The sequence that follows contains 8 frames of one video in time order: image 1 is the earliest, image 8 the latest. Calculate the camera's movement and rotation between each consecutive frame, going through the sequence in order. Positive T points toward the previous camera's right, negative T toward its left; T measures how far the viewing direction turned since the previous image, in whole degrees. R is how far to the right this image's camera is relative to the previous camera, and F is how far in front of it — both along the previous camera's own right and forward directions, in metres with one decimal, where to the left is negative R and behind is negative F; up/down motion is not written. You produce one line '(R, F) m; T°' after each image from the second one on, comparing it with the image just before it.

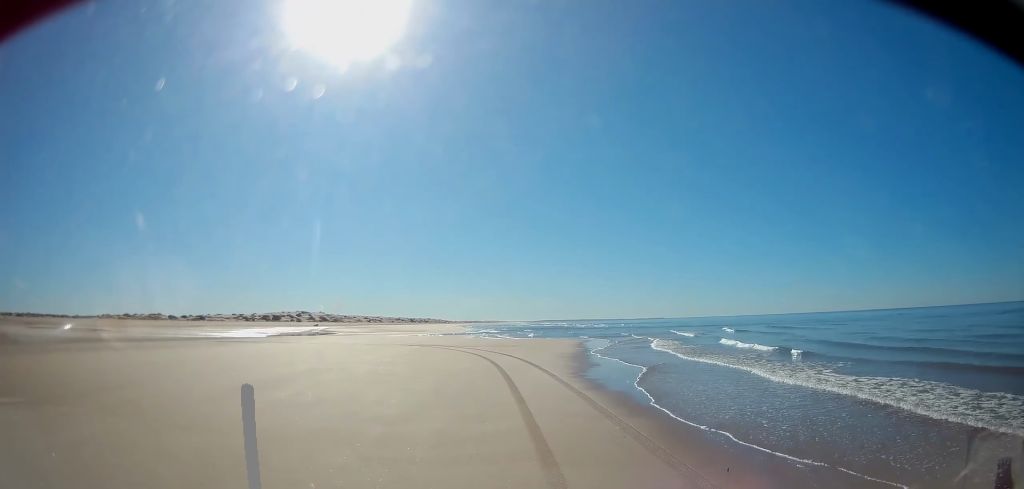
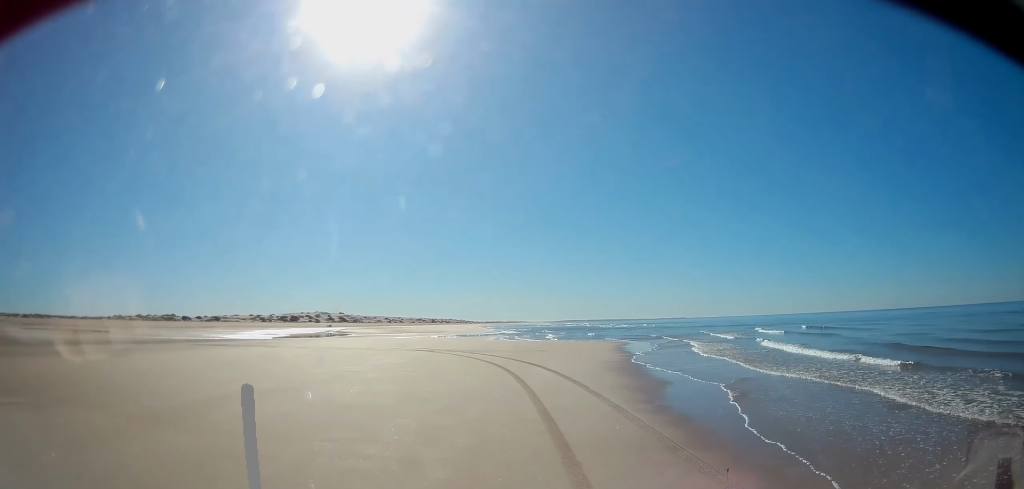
(+0.4, +8.1) m; -4°
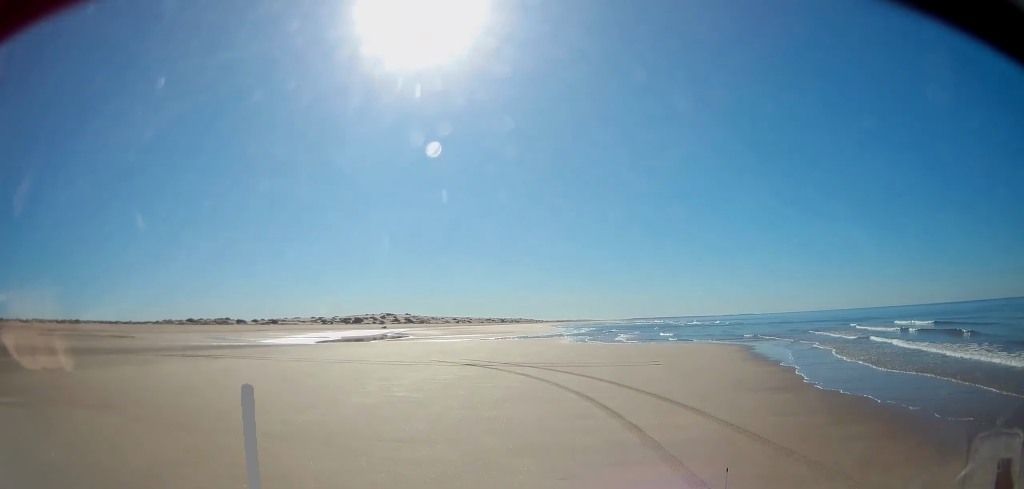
(-1.6, +12.6) m; -8°
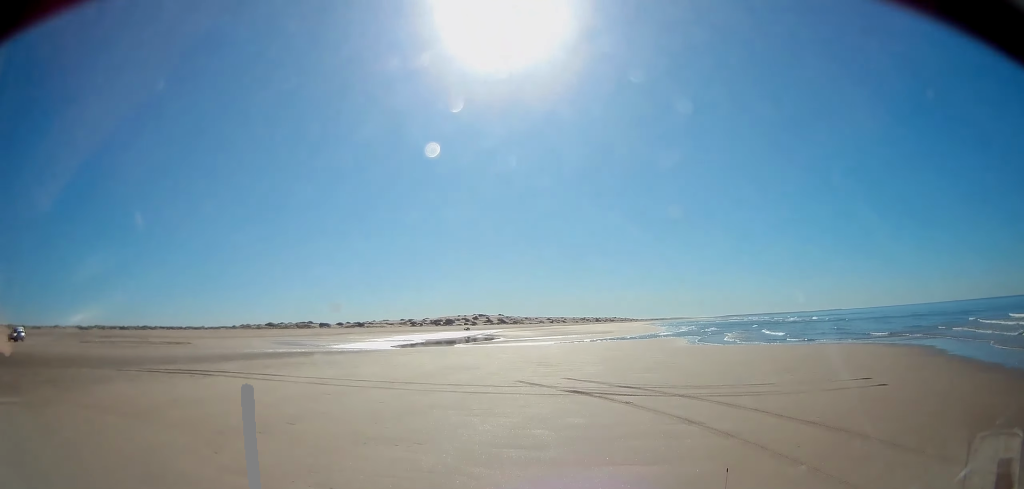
(-0.1, +9.7) m; -6°
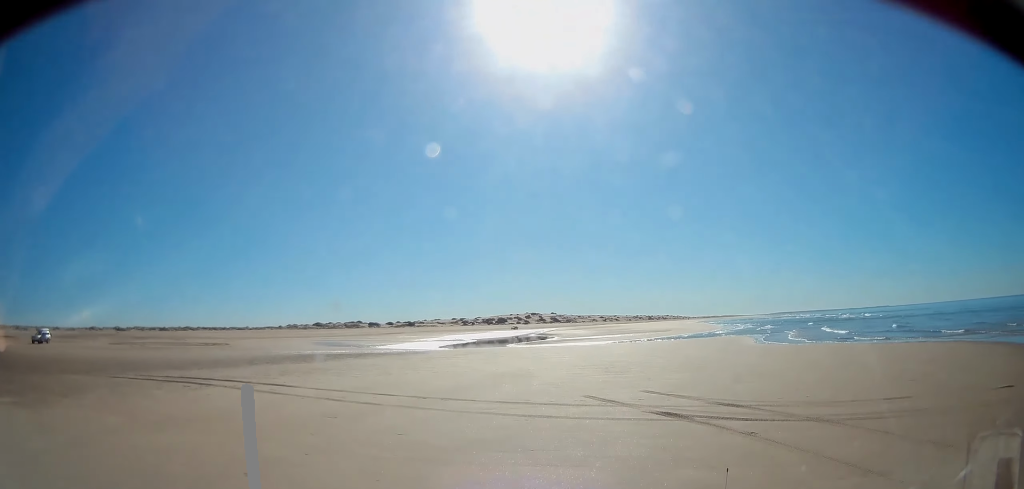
(-0.3, +4.0) m; -4°
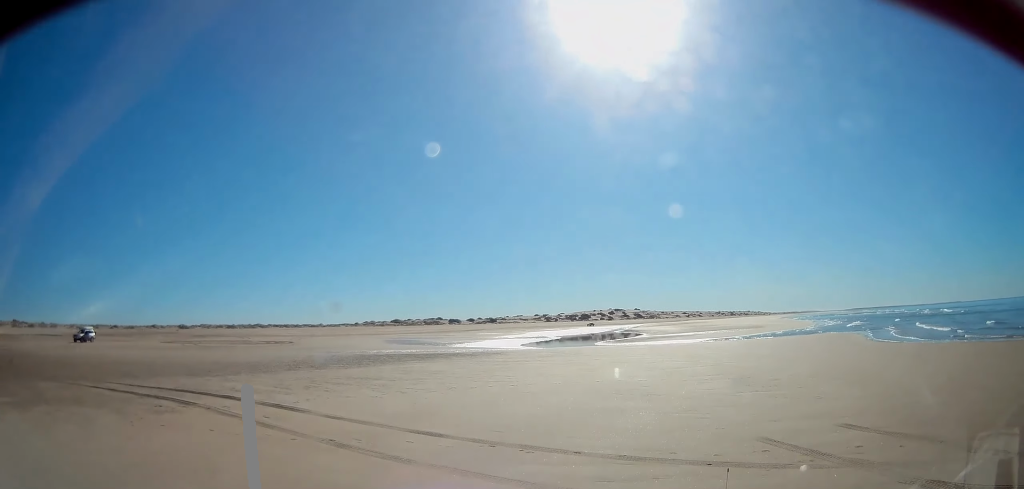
(-0.3, +5.9) m; -8°
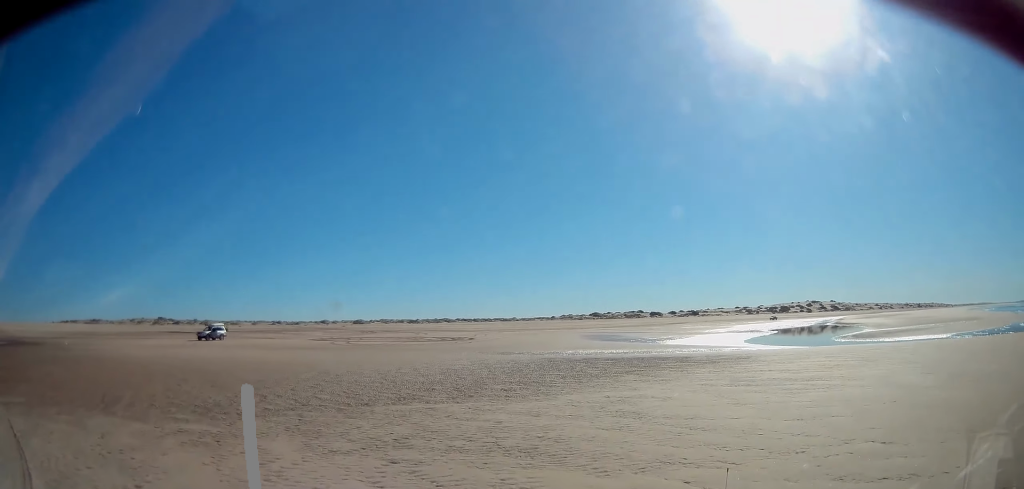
(-2.3, +12.3) m; -24°
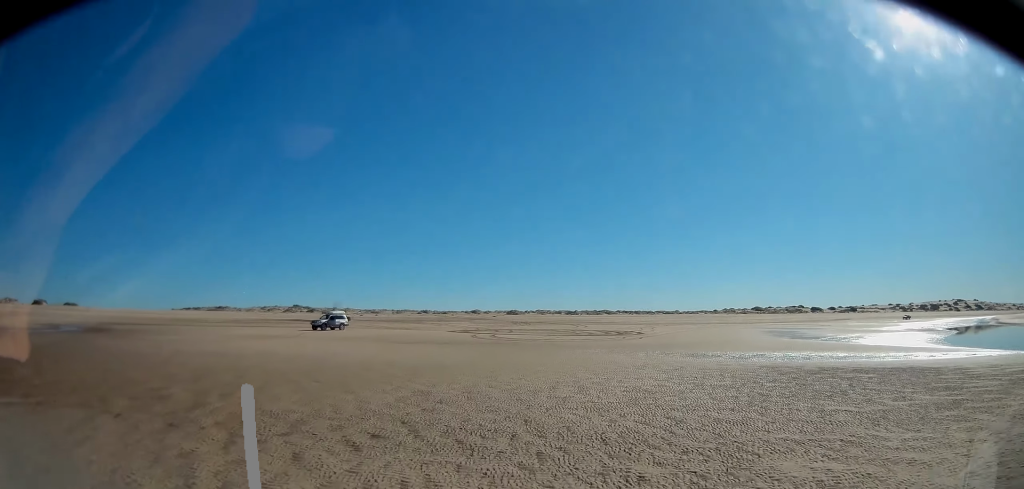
(-2.1, +10.9) m; -17°
